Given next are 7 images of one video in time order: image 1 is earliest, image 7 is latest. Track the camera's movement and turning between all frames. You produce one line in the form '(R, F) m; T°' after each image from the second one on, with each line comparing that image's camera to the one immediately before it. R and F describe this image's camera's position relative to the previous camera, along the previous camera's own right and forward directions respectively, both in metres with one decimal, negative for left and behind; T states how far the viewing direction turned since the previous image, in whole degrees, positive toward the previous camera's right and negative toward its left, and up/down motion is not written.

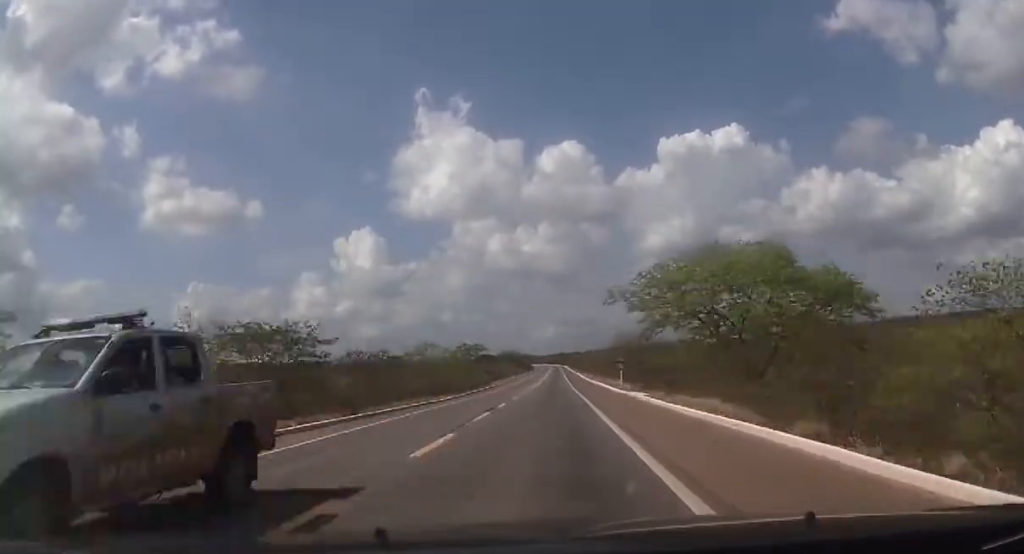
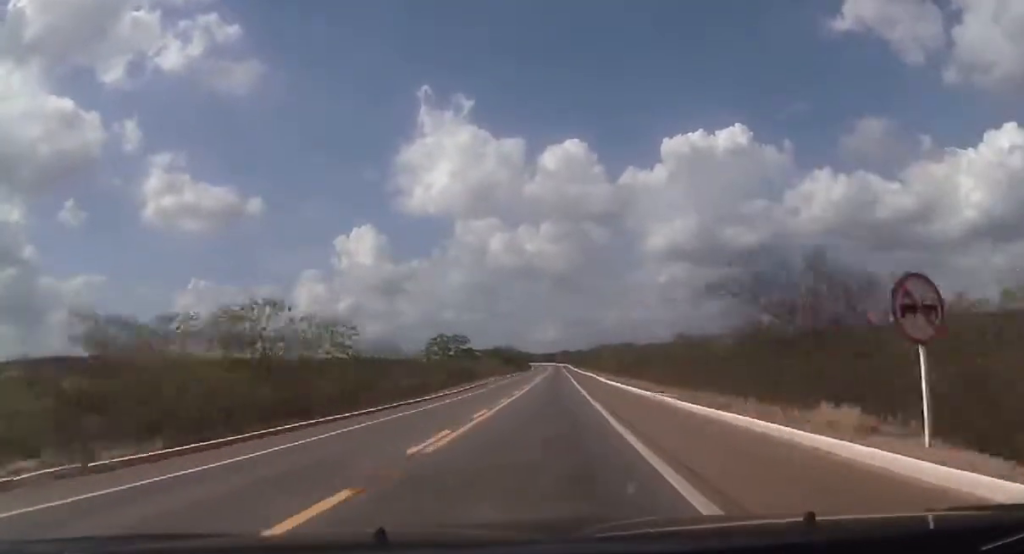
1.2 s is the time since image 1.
(0.0, +46.8) m; 0°
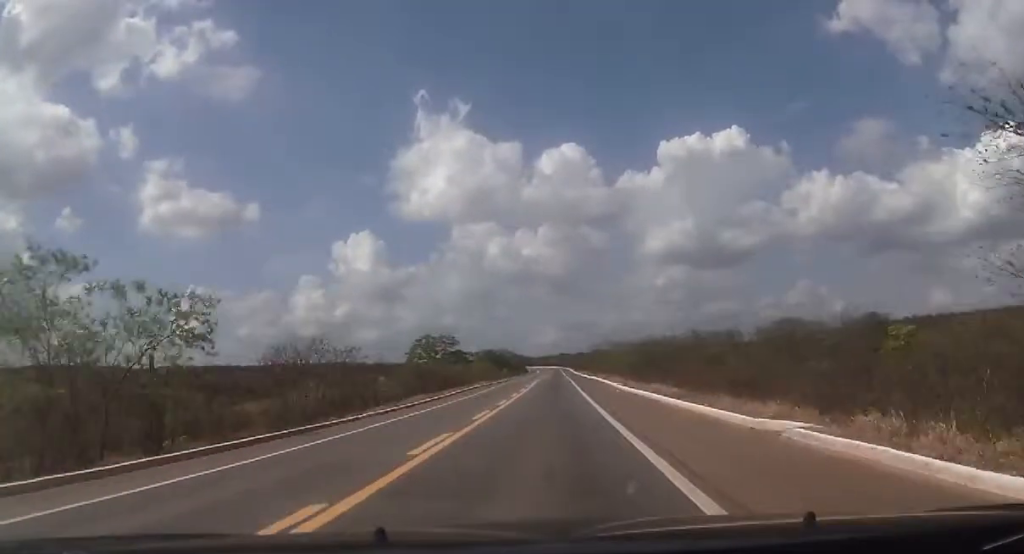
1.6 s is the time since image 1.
(0.0, +16.9) m; 0°
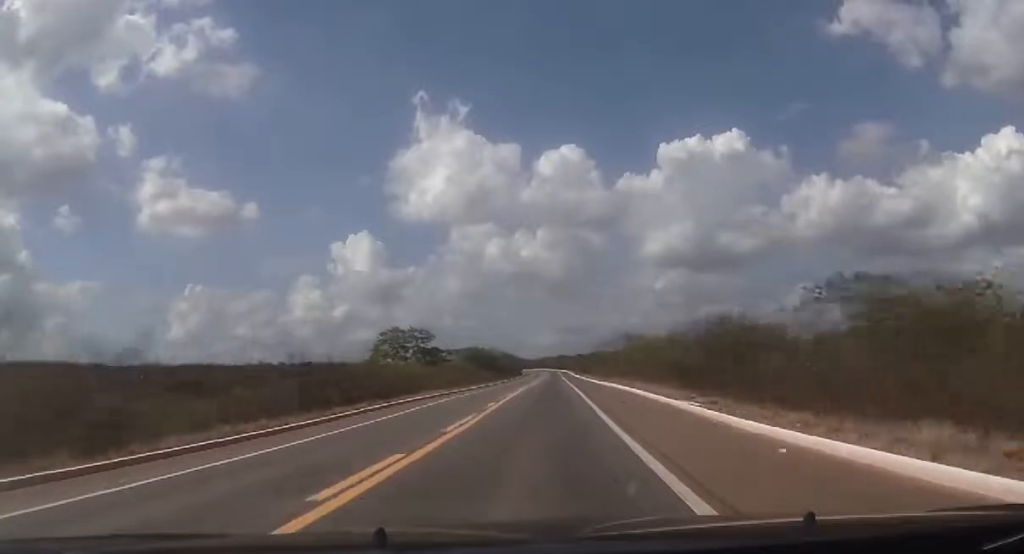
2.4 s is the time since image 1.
(0.0, +28.6) m; 0°
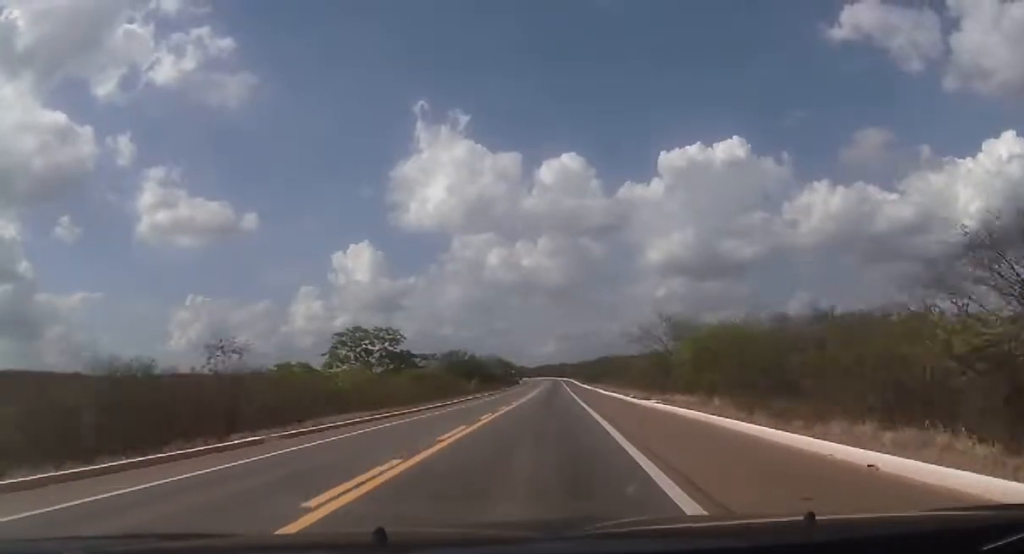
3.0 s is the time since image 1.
(0.0, +26.1) m; 0°
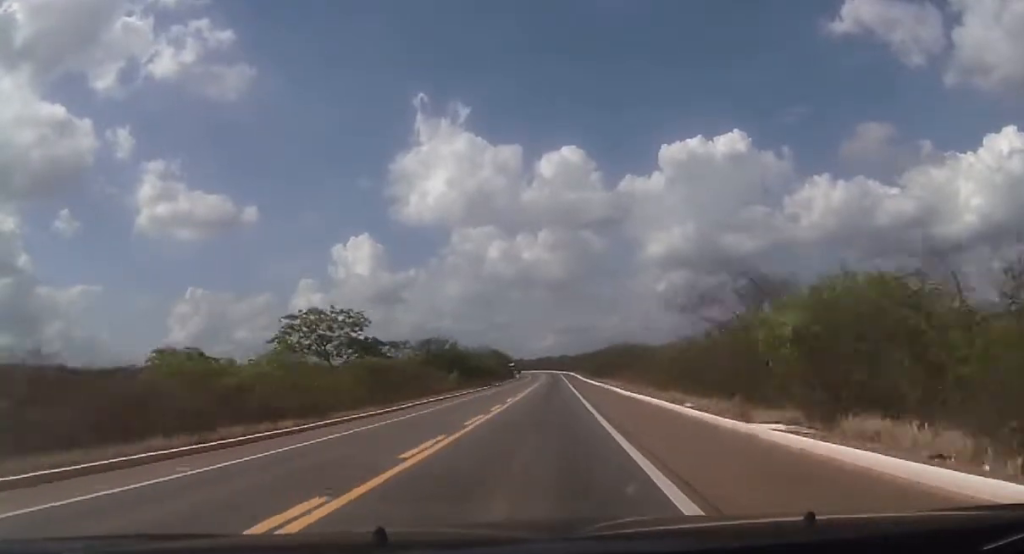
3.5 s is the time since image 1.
(0.0, +19.5) m; 0°
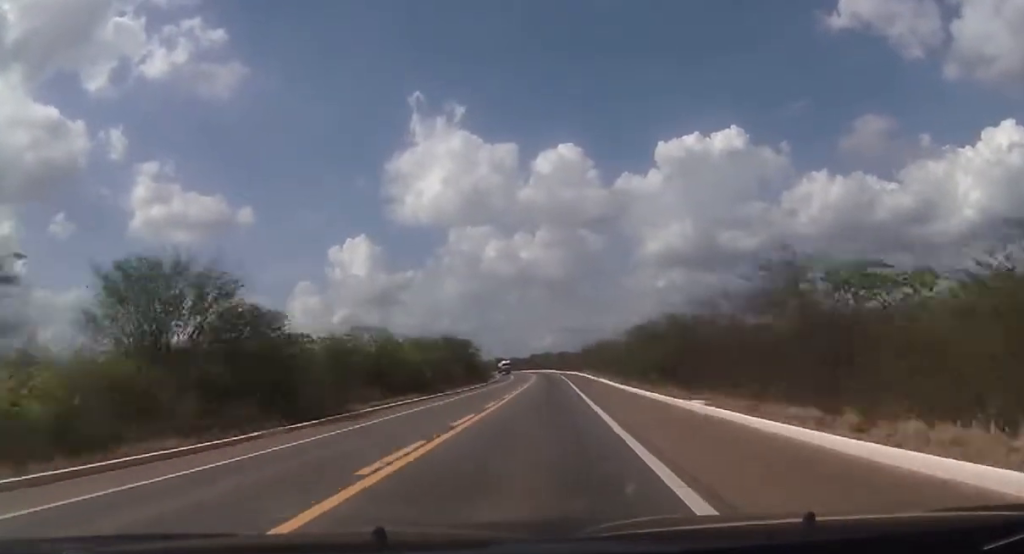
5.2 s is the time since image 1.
(-0.2, +66.0) m; 0°
